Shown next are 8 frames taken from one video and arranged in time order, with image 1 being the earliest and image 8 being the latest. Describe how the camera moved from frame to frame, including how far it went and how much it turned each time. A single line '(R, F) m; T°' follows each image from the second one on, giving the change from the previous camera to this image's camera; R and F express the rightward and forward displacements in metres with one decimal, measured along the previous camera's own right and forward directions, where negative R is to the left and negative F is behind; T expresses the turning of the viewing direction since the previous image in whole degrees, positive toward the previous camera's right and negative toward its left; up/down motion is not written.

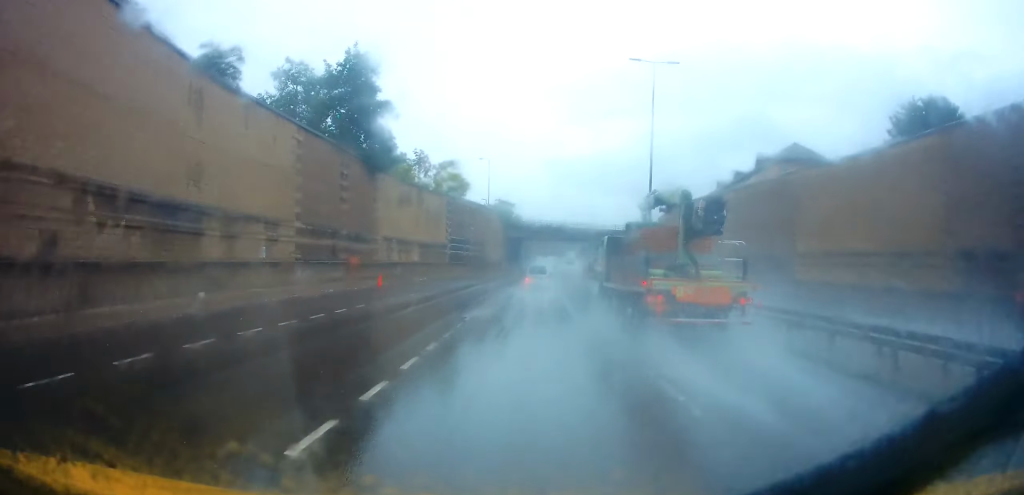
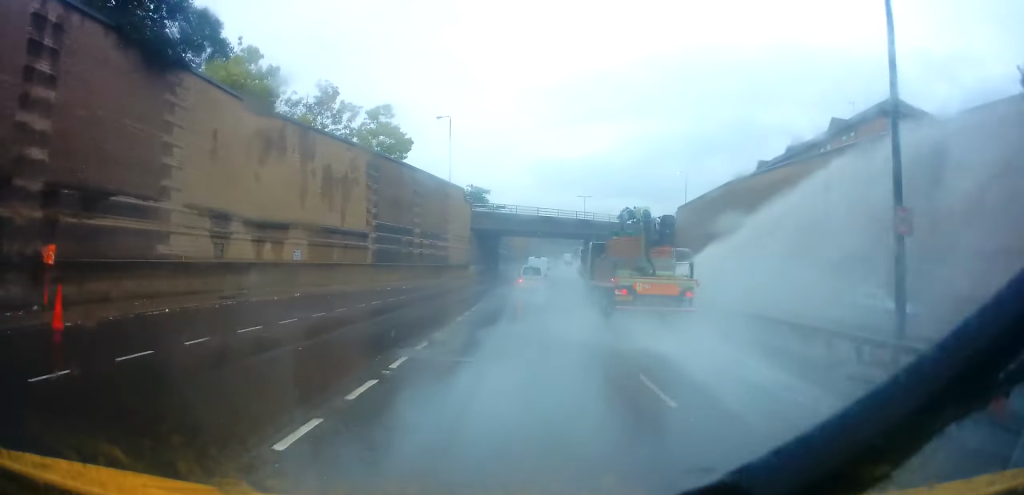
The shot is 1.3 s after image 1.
(+1.2, +26.2) m; +3°
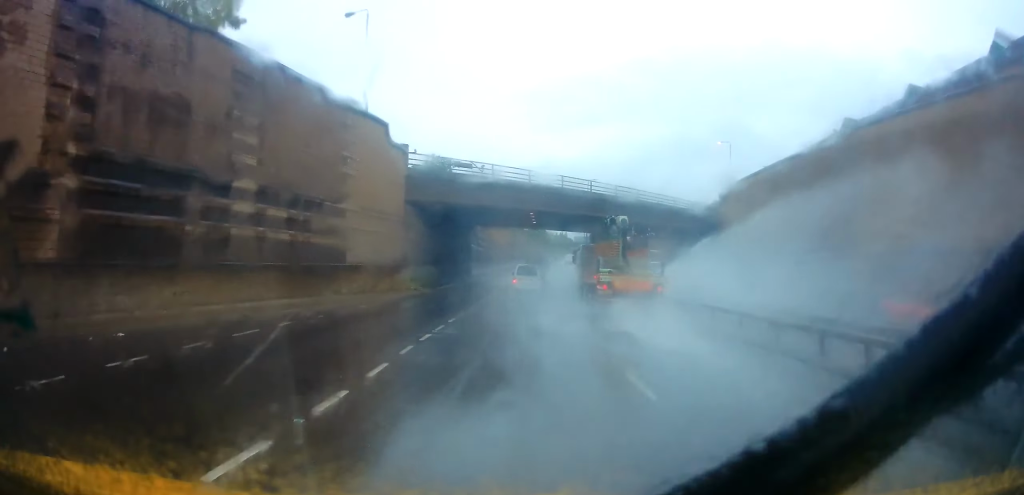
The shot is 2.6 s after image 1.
(+0.1, +27.1) m; +1°
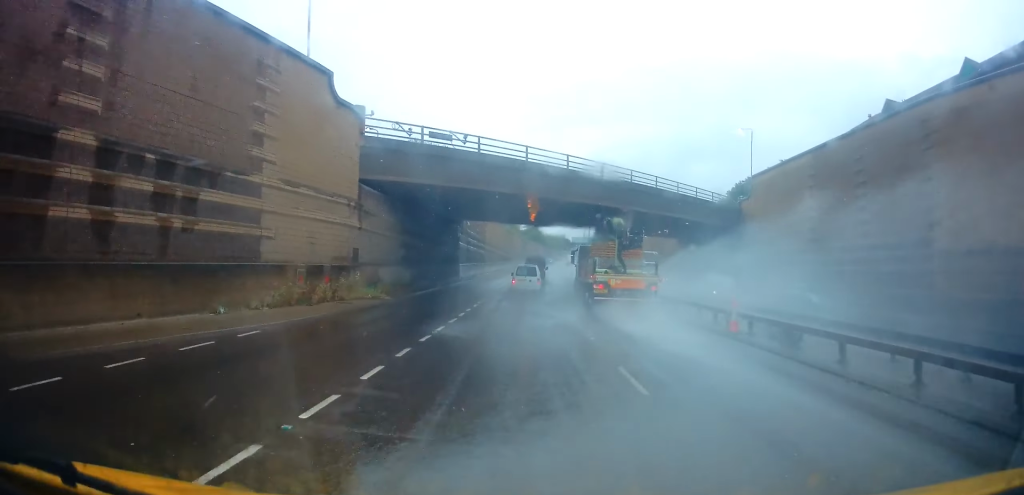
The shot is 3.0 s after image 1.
(0.0, +8.3) m; 0°
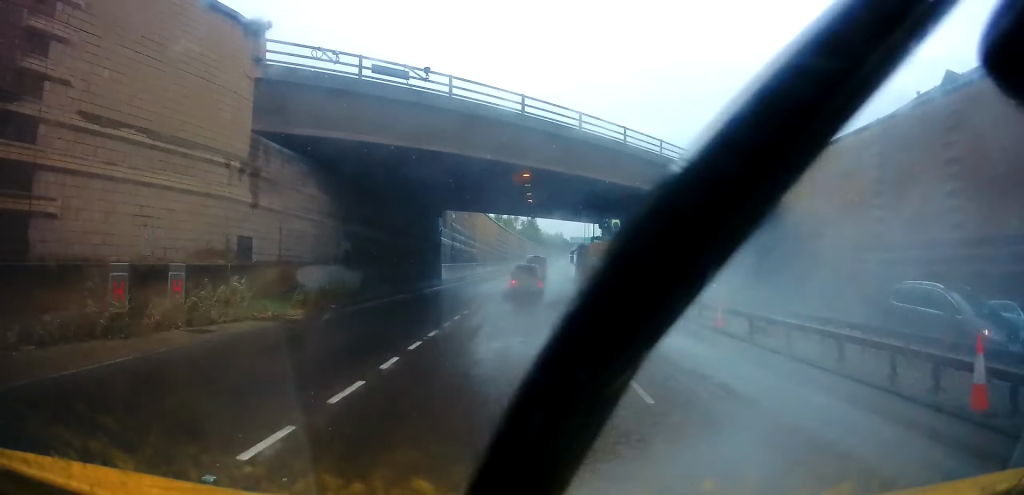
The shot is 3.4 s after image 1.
(0.0, +9.6) m; +1°
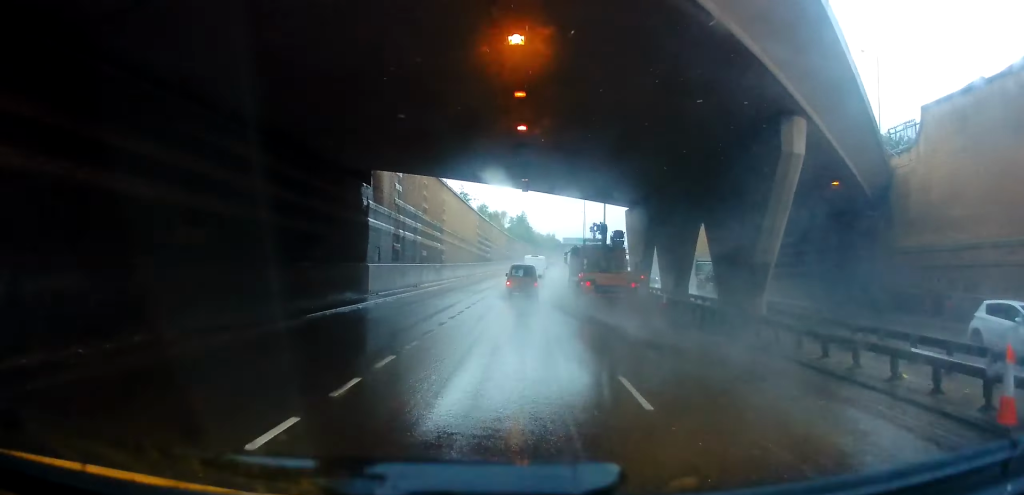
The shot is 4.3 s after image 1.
(+0.3, +18.2) m; +2°
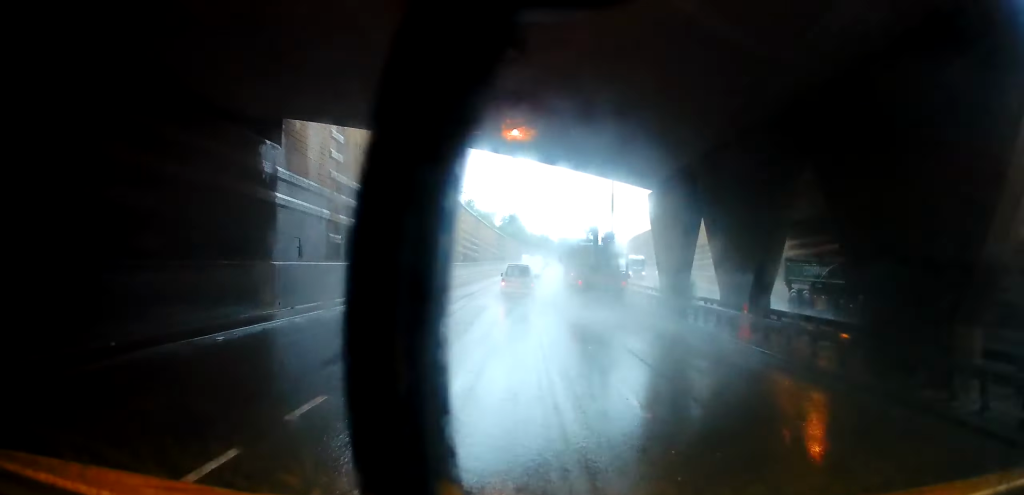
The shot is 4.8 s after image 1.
(0.0, +9.4) m; +1°
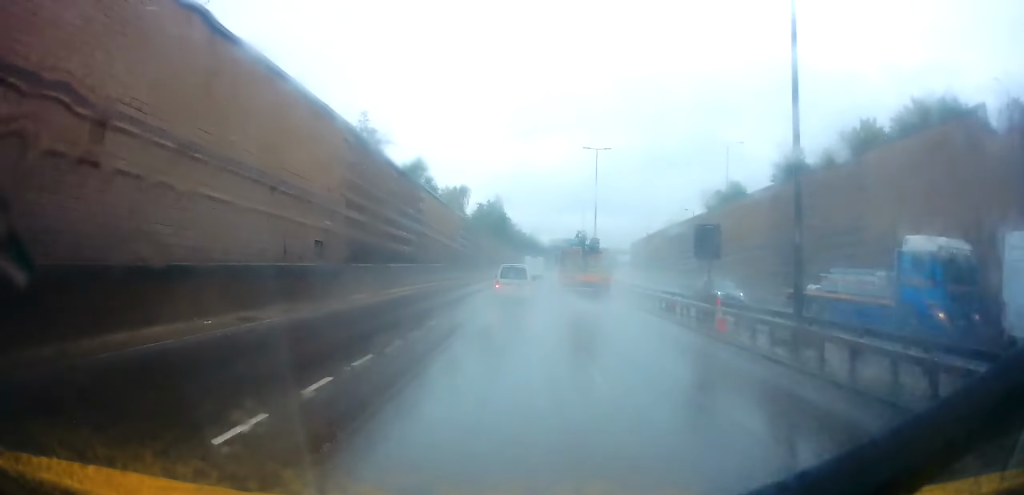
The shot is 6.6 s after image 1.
(+0.1, +34.7) m; 0°
